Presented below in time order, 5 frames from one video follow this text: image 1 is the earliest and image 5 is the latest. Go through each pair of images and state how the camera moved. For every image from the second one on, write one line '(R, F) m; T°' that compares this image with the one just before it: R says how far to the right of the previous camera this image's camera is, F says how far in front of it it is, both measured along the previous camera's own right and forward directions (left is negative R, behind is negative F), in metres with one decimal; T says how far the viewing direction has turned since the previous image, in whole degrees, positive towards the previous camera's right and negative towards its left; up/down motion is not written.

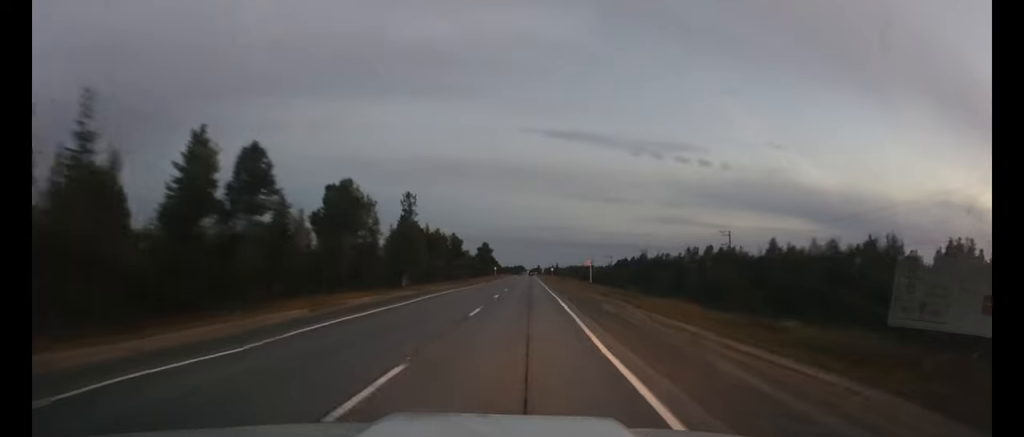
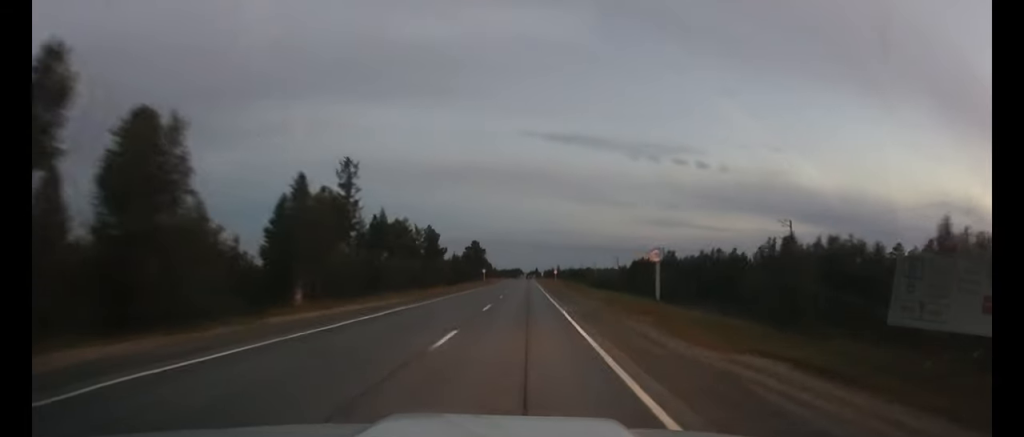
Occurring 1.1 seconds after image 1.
(0.0, +30.8) m; 0°
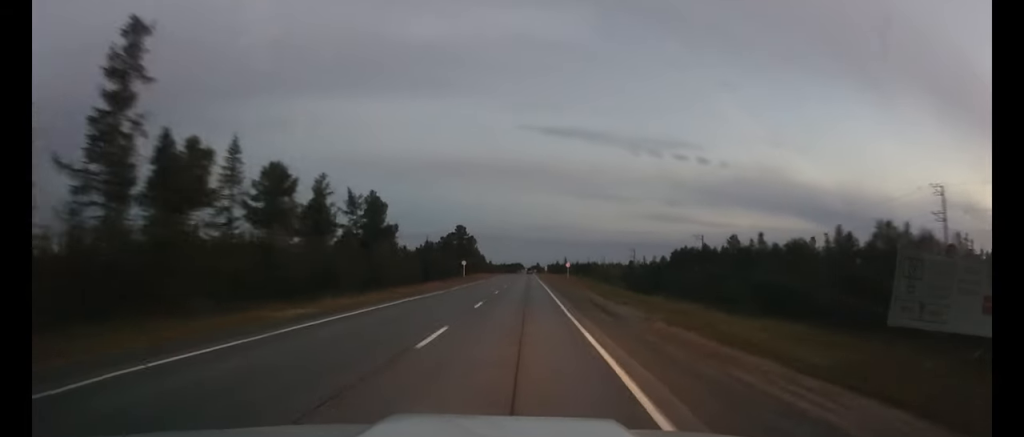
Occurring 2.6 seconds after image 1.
(0.0, +39.5) m; 0°
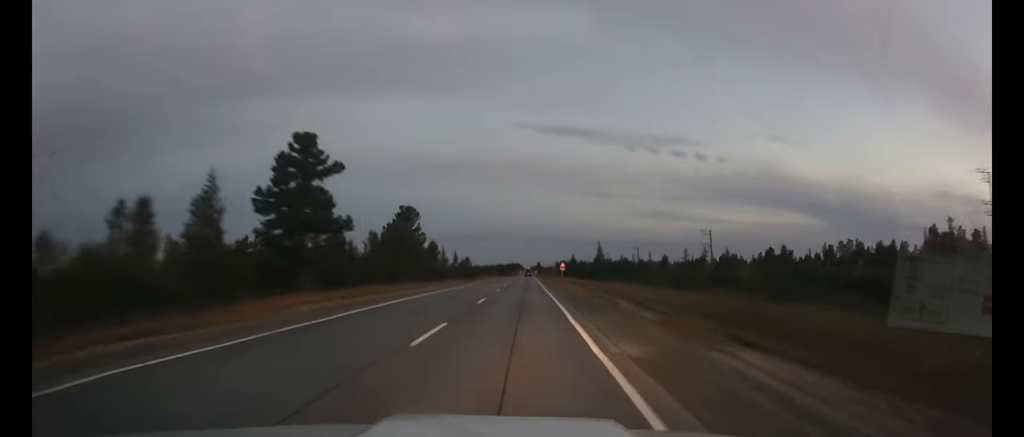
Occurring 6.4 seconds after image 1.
(0.0, +98.2) m; 0°
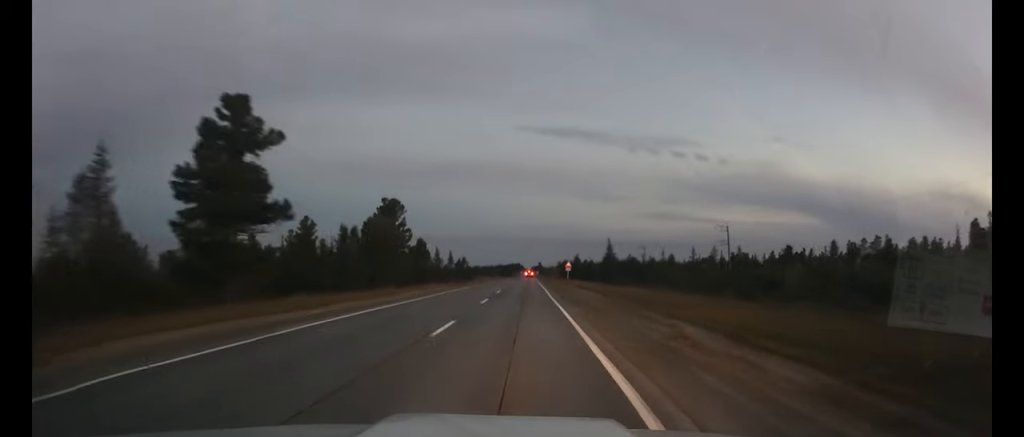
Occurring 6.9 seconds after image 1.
(0.0, +11.5) m; 0°
